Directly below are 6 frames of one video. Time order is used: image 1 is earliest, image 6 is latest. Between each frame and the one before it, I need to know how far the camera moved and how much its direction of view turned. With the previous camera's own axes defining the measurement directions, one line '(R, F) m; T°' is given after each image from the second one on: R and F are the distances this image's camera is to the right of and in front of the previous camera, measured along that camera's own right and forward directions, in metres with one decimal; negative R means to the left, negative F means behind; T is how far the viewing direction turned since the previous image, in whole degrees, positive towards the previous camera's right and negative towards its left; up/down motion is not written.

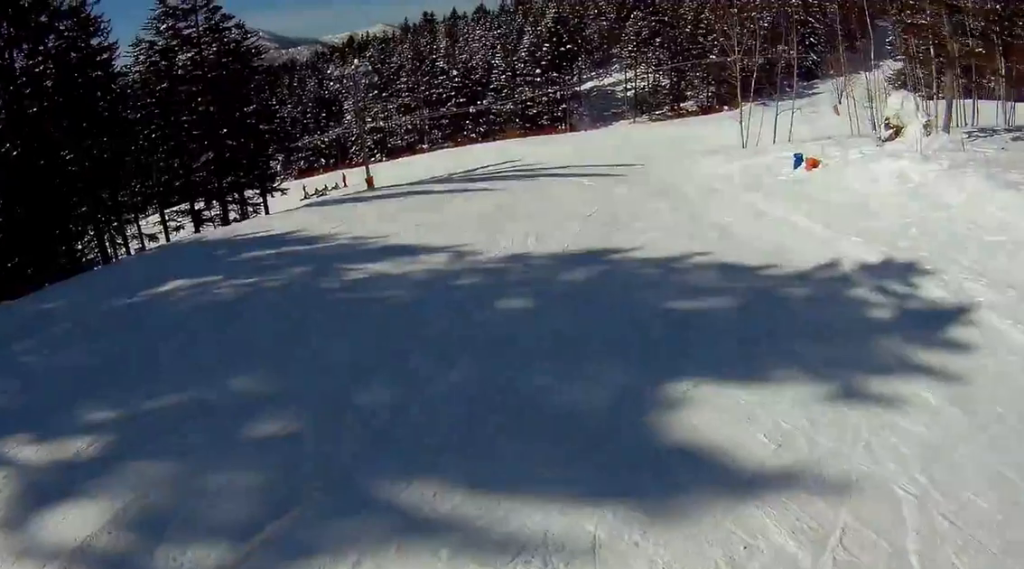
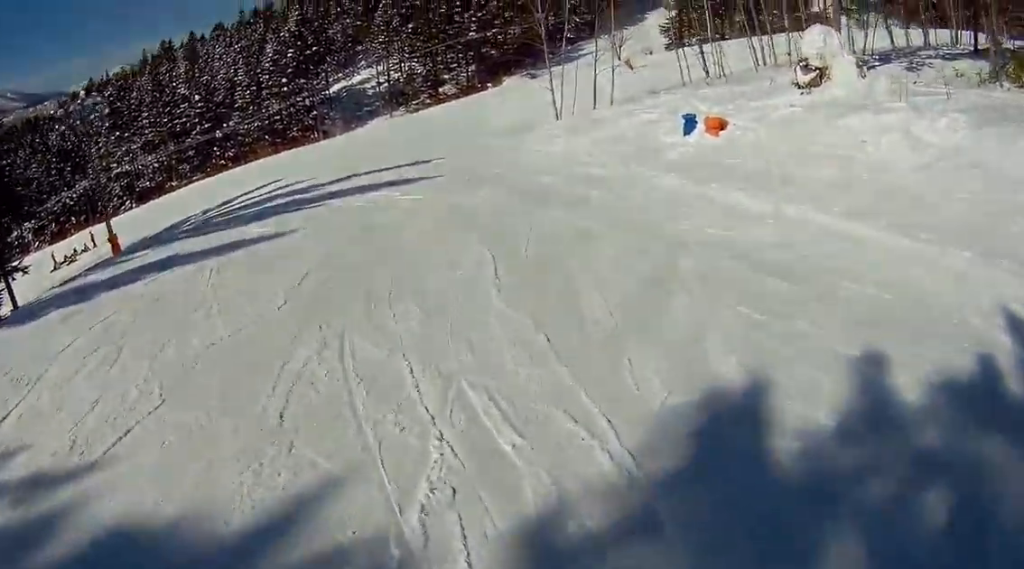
(+1.9, +5.9) m; +27°
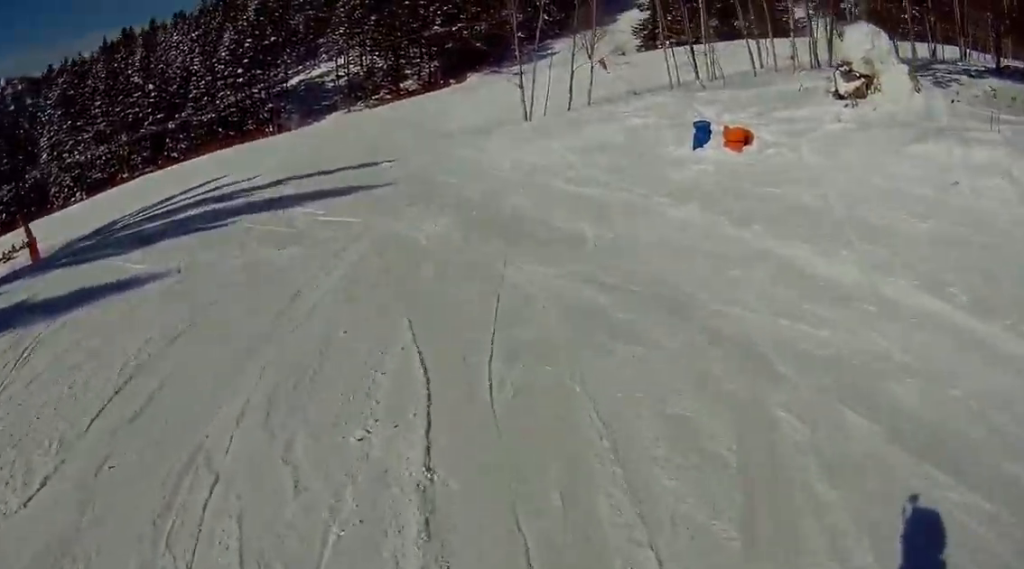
(+0.1, +3.6) m; -6°
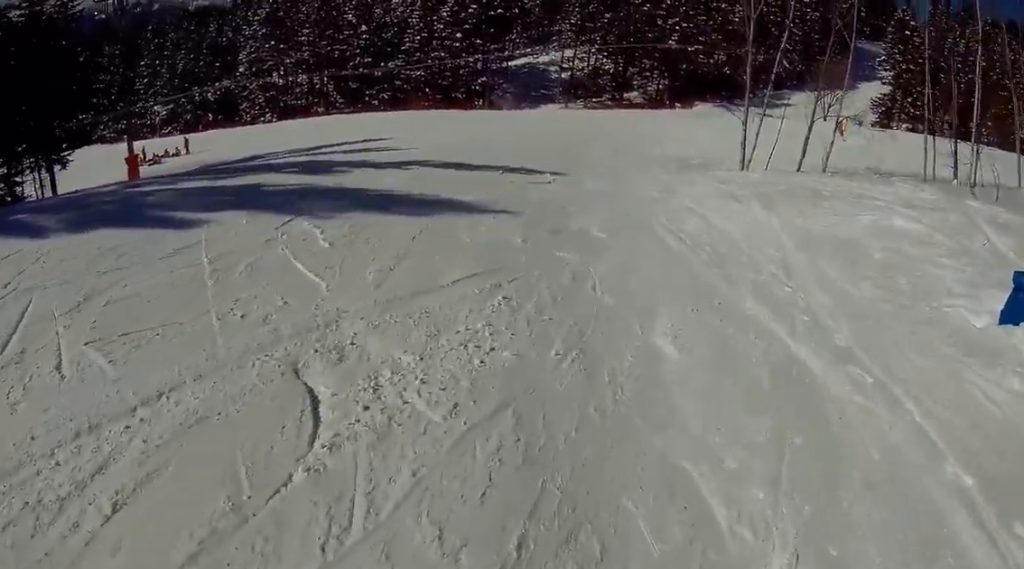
(-0.7, +6.0) m; -13°
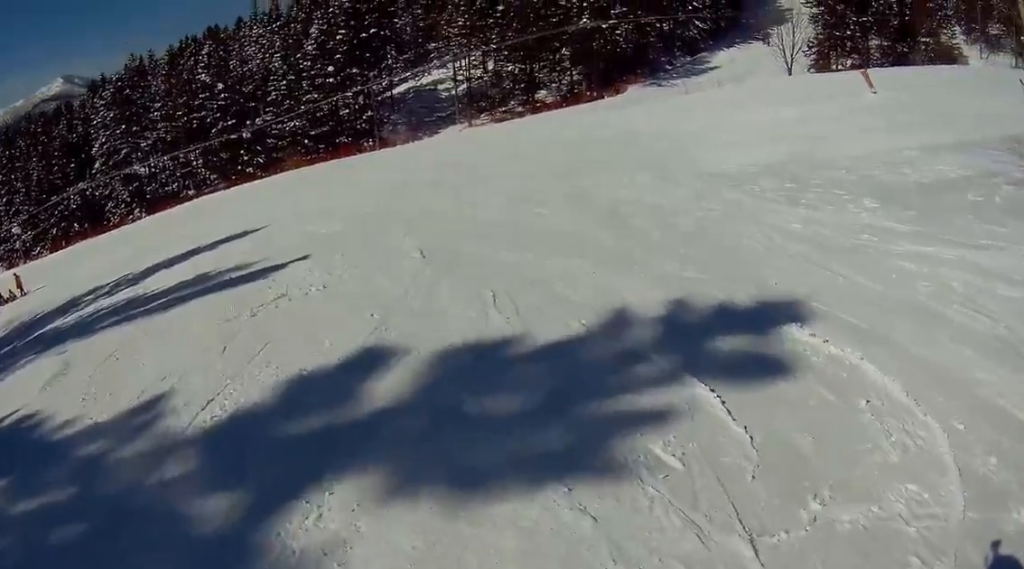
(+0.1, +14.8) m; +29°
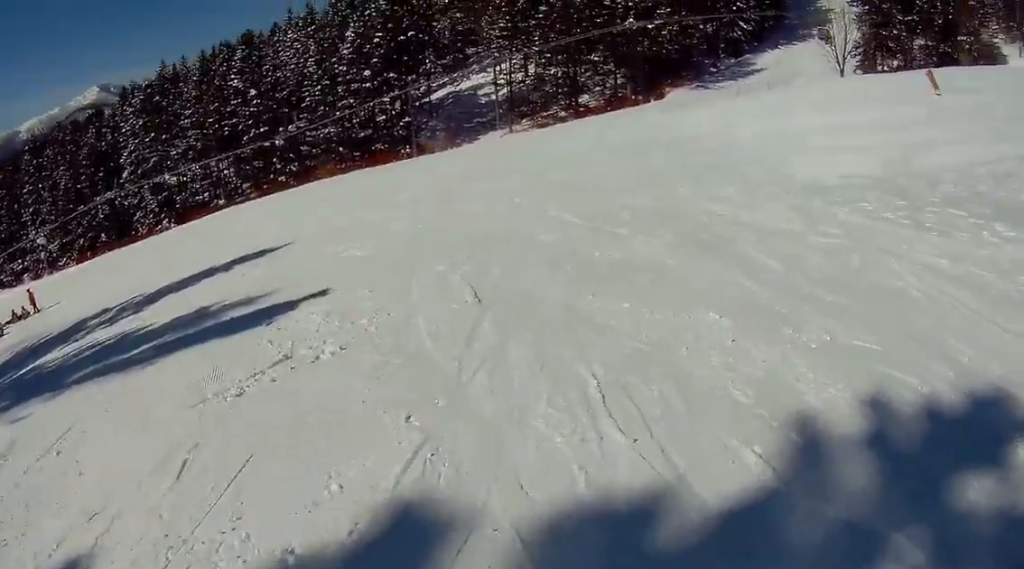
(+1.1, +2.2) m; +6°
